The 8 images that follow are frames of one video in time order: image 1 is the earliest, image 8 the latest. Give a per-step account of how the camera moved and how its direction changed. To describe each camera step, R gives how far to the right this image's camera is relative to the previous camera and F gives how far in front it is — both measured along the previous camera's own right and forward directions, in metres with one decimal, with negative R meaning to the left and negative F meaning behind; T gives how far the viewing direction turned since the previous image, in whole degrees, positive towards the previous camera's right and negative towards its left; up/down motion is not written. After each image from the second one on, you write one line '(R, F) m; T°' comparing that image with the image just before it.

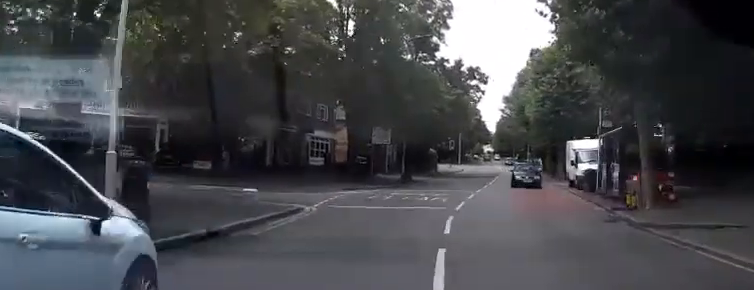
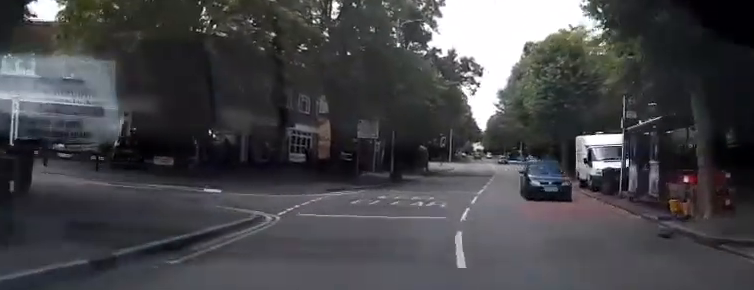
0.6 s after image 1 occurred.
(+0.1, +4.5) m; +1°
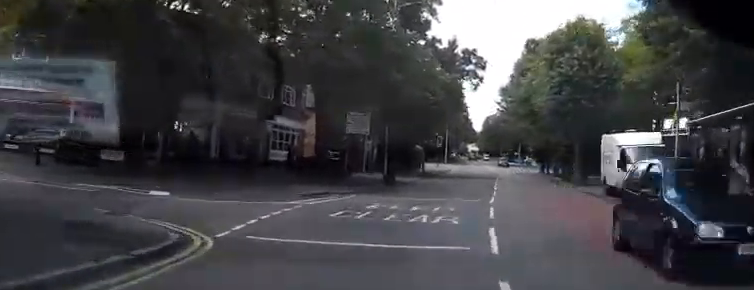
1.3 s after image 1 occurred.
(0.0, +5.5) m; 0°
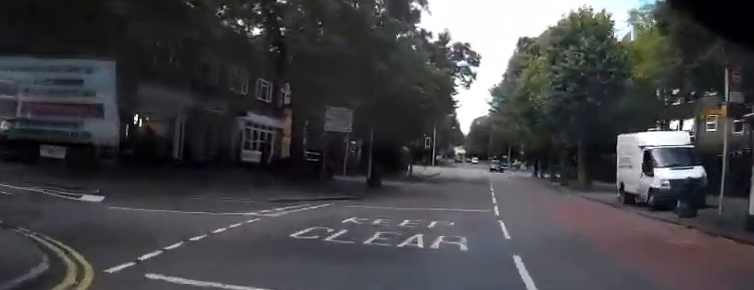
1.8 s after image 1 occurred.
(0.0, +4.0) m; +1°
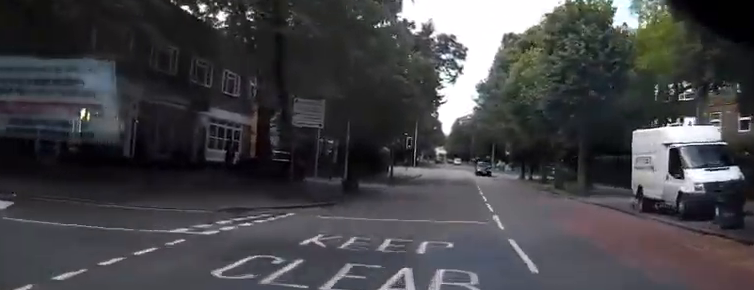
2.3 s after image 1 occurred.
(0.0, +3.8) m; +1°
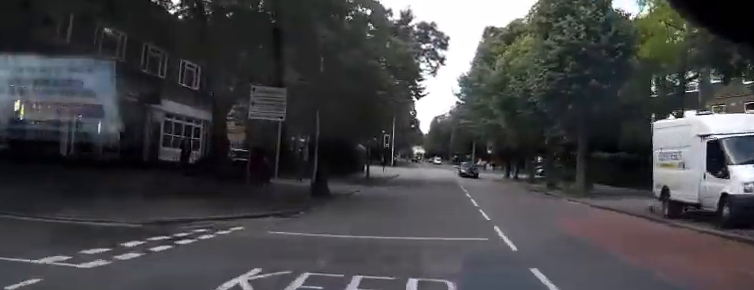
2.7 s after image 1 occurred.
(+0.1, +3.9) m; +1°
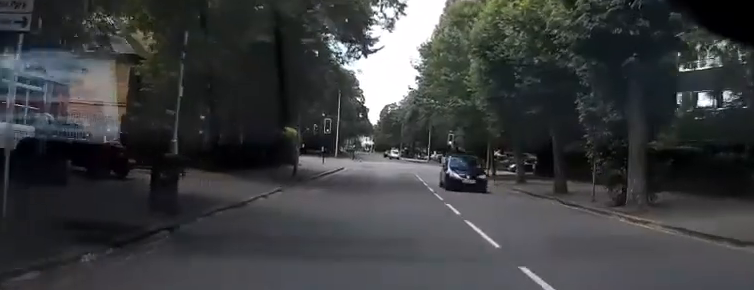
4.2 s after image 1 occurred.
(+0.4, +12.9) m; +5°
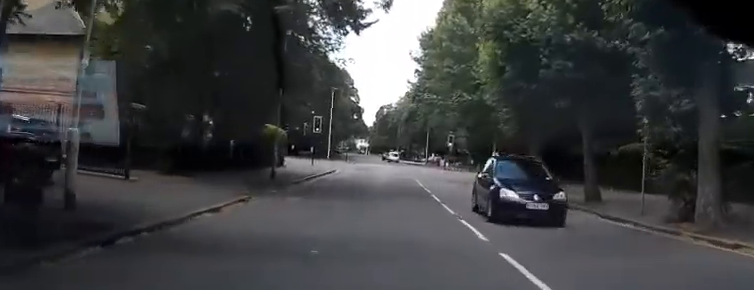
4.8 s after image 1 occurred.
(+0.2, +5.0) m; +2°
